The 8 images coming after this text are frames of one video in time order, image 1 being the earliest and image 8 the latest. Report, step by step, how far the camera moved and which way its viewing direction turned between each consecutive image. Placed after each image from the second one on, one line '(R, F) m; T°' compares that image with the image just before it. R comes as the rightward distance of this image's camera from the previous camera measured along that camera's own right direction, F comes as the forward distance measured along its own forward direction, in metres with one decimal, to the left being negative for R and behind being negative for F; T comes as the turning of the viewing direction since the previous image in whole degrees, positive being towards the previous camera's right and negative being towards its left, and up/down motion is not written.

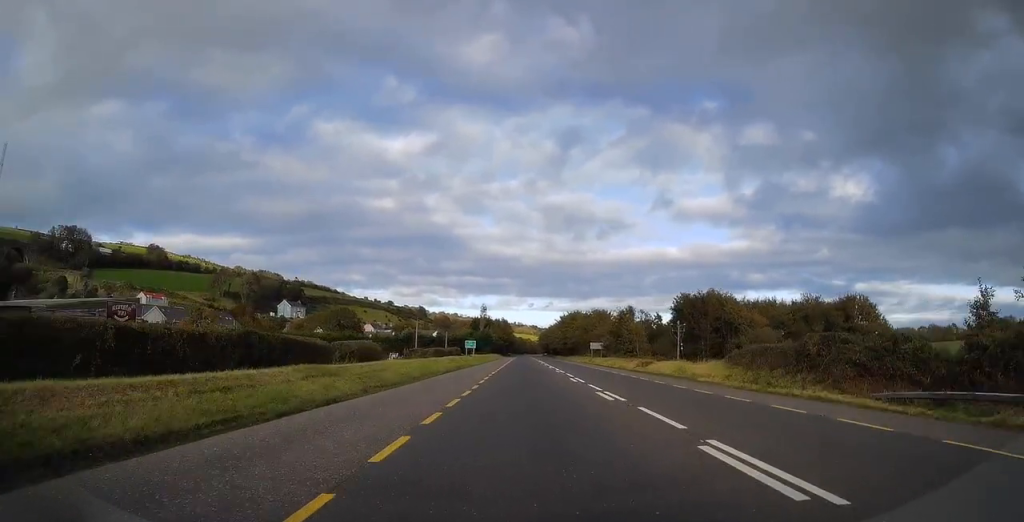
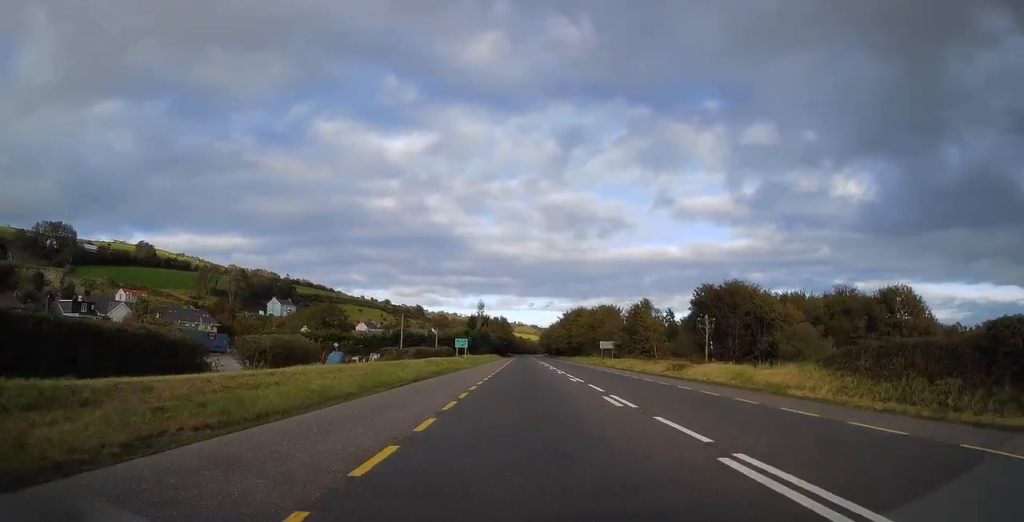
(0.0, +11.0) m; 0°
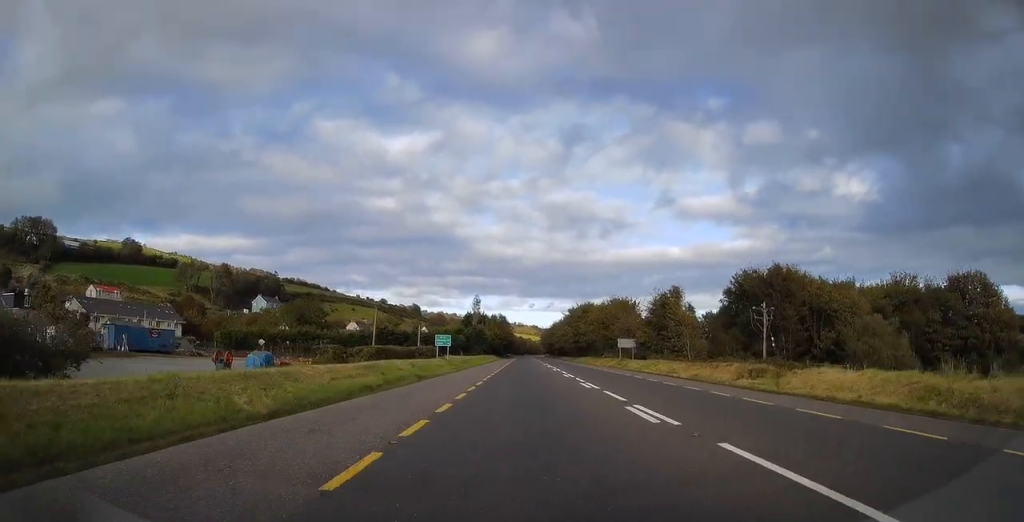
(-0.1, +14.6) m; 0°
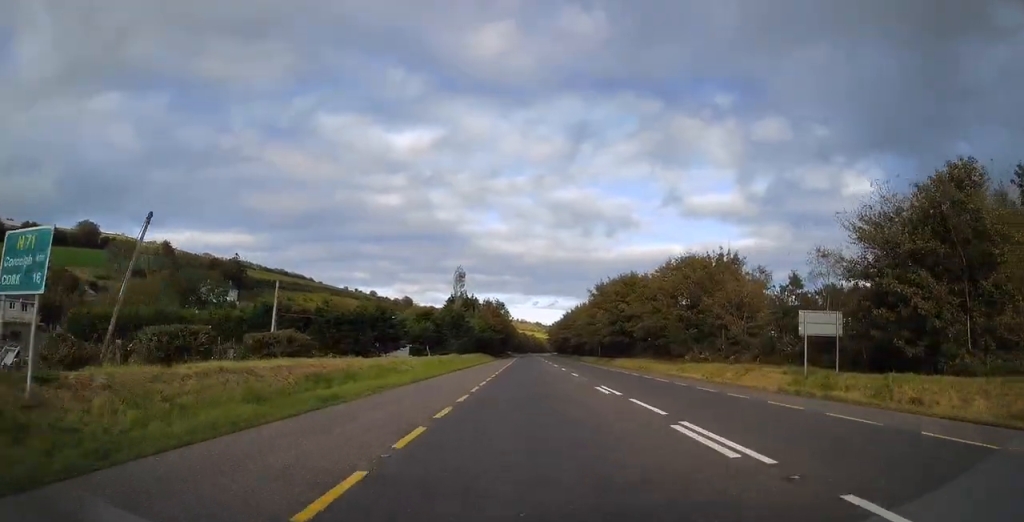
(-0.2, +47.4) m; -1°
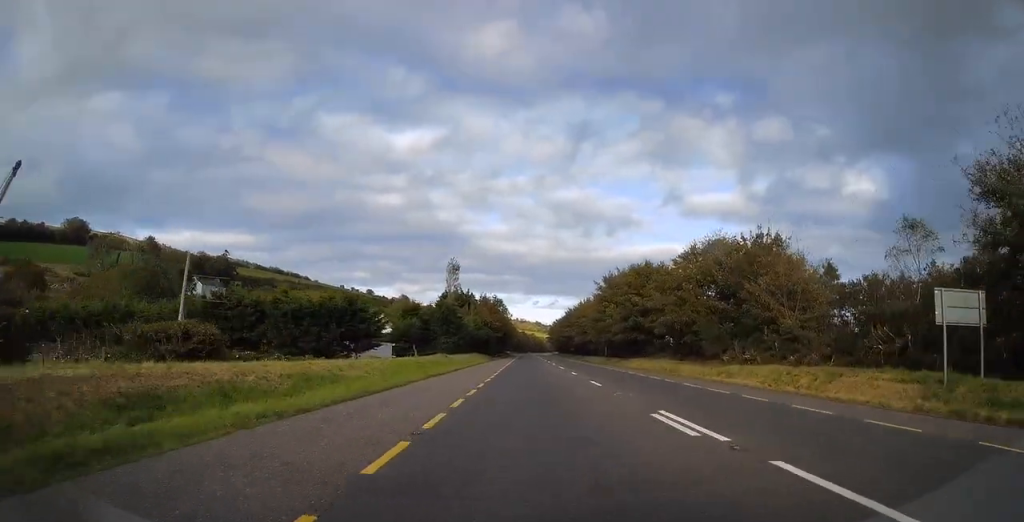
(0.0, +9.9) m; 0°
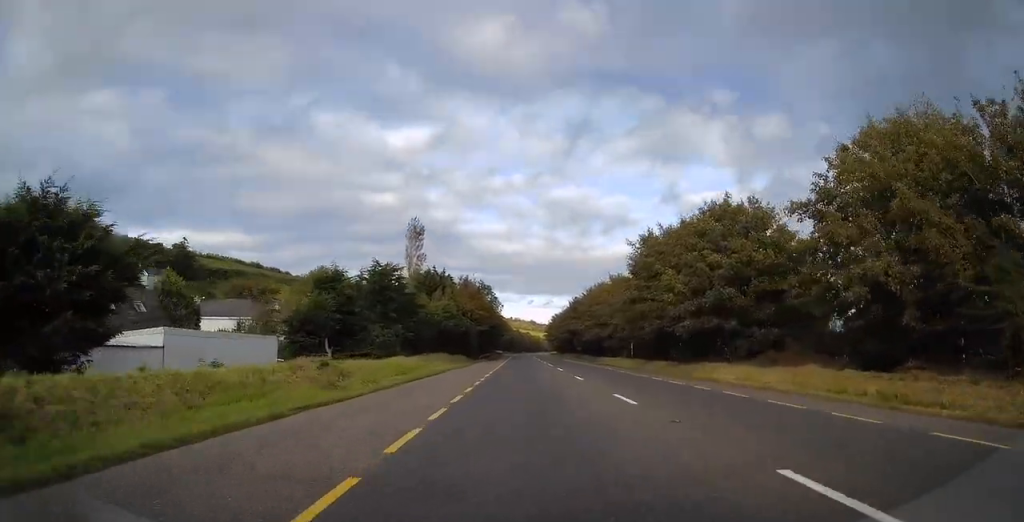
(0.0, +31.1) m; 0°
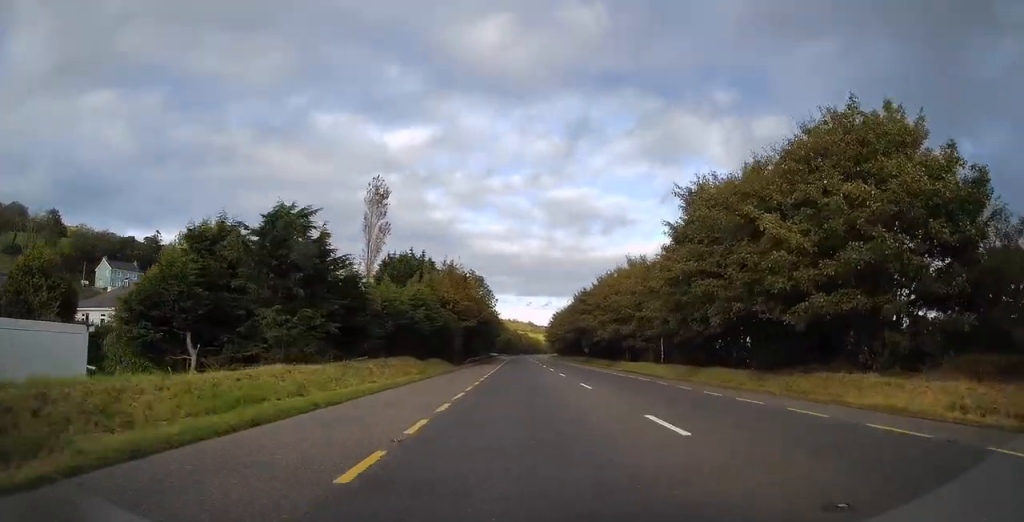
(0.0, +18.4) m; 0°
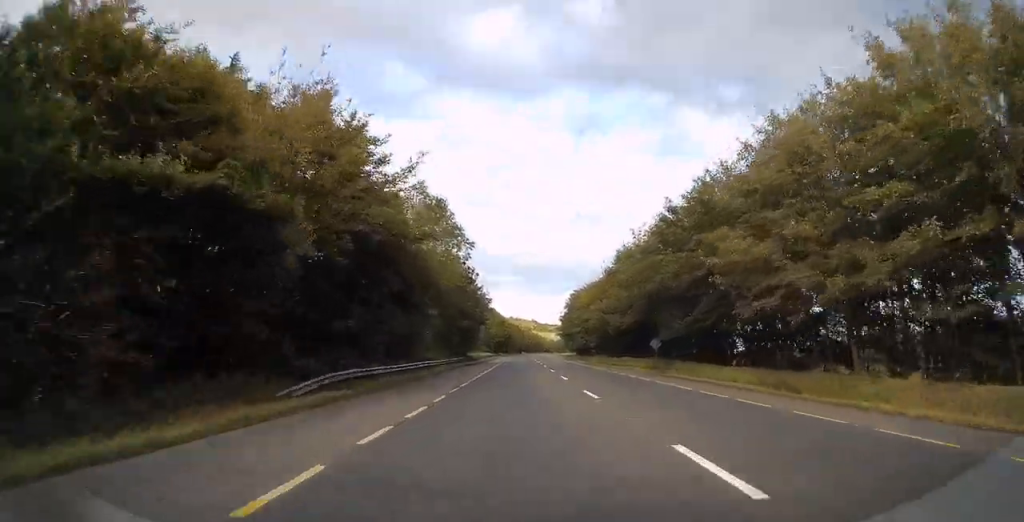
(+0.1, +58.2) m; +1°
